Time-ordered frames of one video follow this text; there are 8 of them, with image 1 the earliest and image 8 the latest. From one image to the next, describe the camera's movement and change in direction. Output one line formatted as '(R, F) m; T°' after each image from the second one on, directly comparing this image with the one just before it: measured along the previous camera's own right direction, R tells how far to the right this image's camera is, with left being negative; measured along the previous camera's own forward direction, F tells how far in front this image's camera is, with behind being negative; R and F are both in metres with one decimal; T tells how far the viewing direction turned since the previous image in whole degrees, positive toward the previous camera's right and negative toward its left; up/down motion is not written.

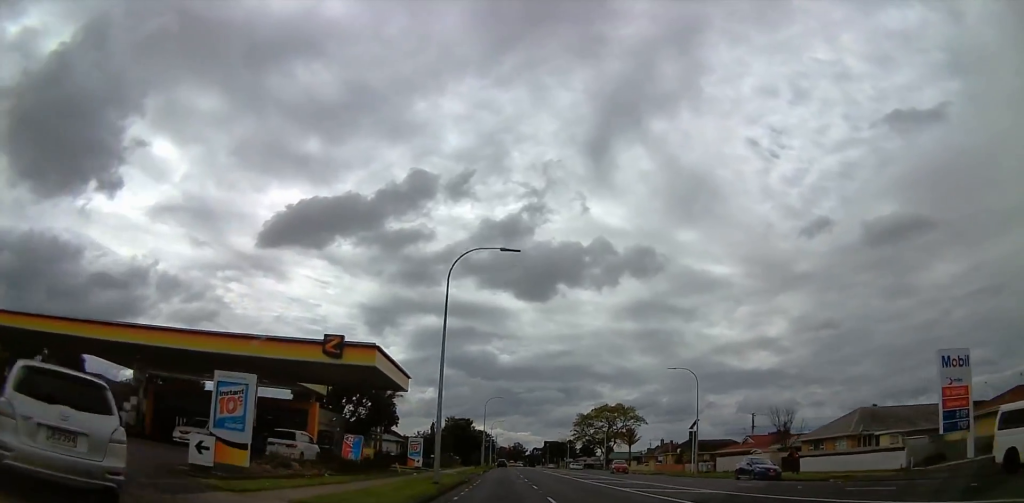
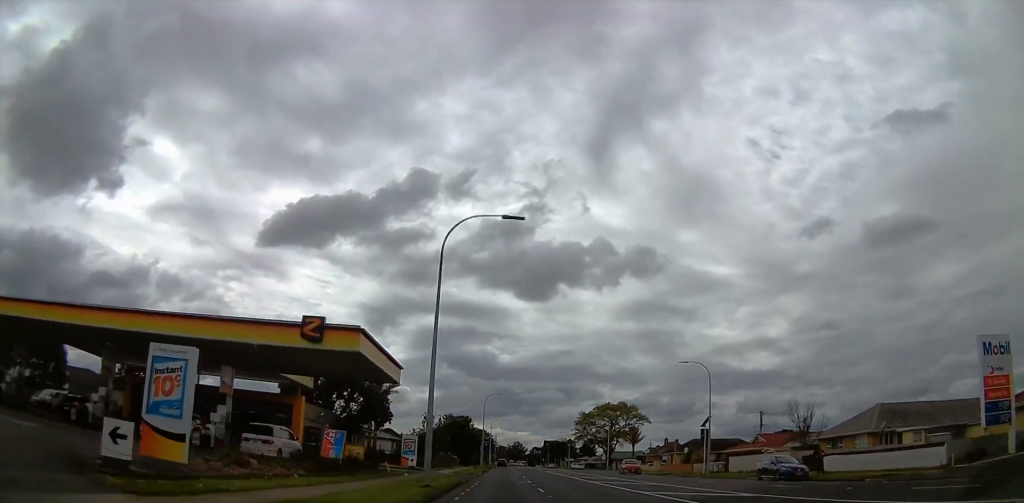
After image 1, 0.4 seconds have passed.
(0.0, +3.8) m; 0°
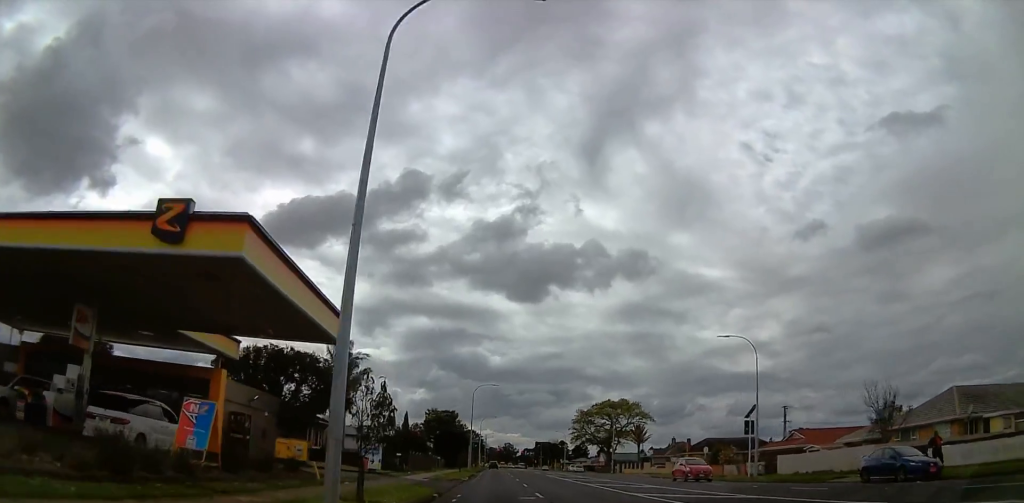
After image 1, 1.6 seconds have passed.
(+0.2, +12.4) m; +1°
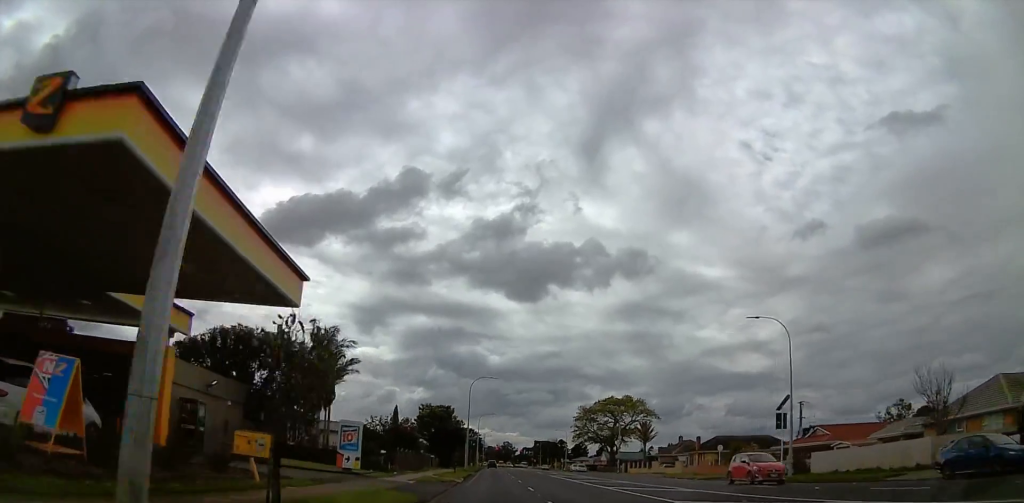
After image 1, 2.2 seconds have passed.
(0.0, +5.5) m; 0°
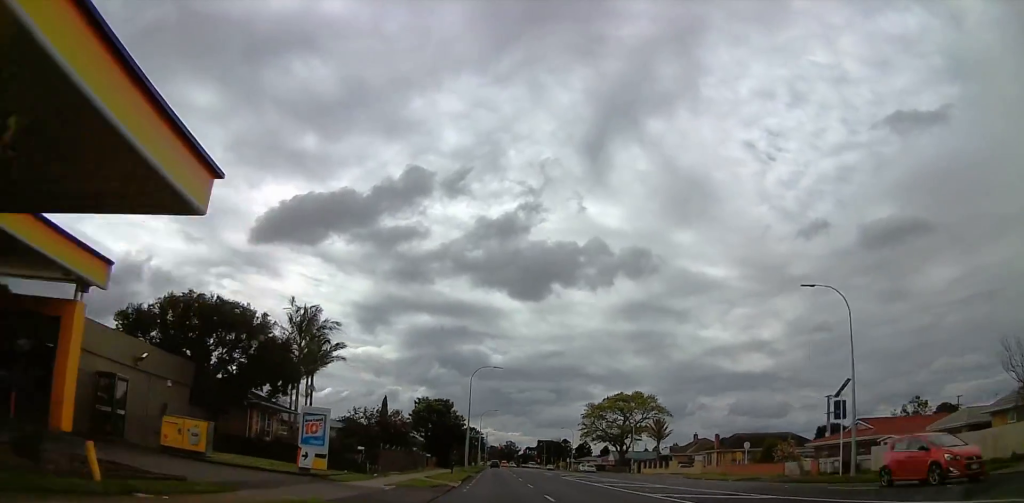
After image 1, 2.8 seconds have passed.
(0.0, +6.8) m; 0°
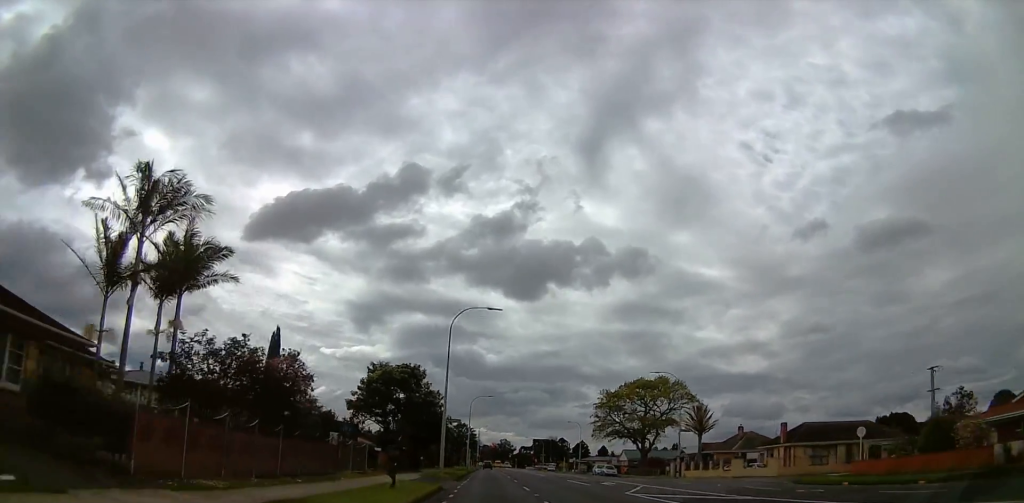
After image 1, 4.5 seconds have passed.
(0.0, +21.9) m; 0°
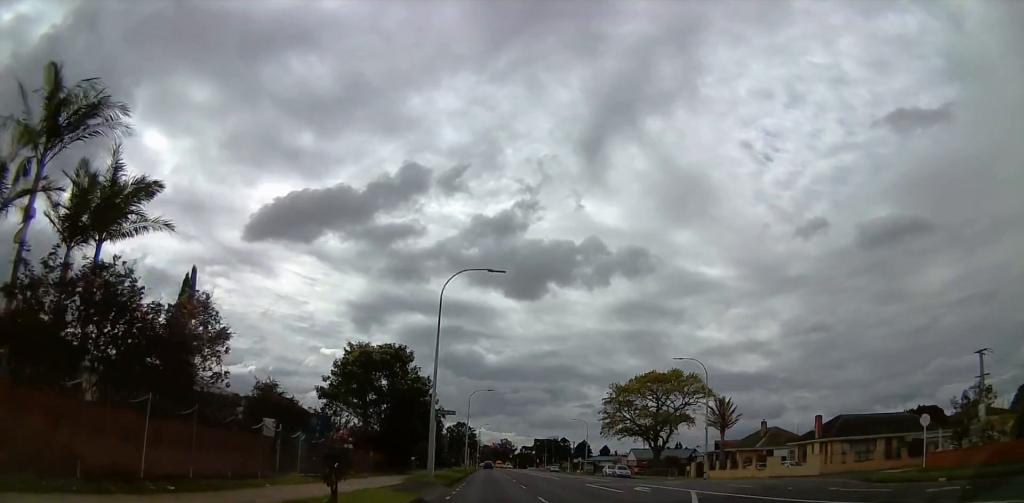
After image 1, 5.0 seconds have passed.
(0.0, +7.1) m; 0°
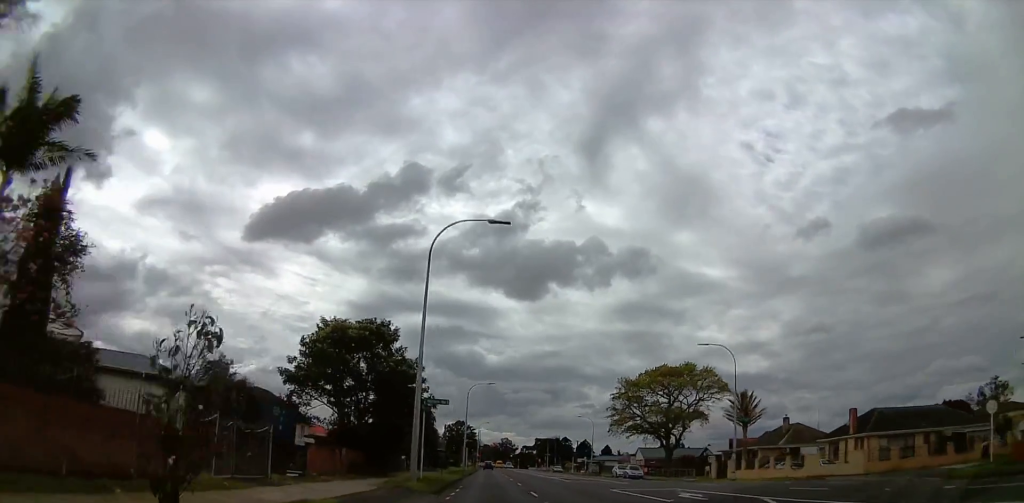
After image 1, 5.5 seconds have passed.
(0.0, +6.1) m; 0°
